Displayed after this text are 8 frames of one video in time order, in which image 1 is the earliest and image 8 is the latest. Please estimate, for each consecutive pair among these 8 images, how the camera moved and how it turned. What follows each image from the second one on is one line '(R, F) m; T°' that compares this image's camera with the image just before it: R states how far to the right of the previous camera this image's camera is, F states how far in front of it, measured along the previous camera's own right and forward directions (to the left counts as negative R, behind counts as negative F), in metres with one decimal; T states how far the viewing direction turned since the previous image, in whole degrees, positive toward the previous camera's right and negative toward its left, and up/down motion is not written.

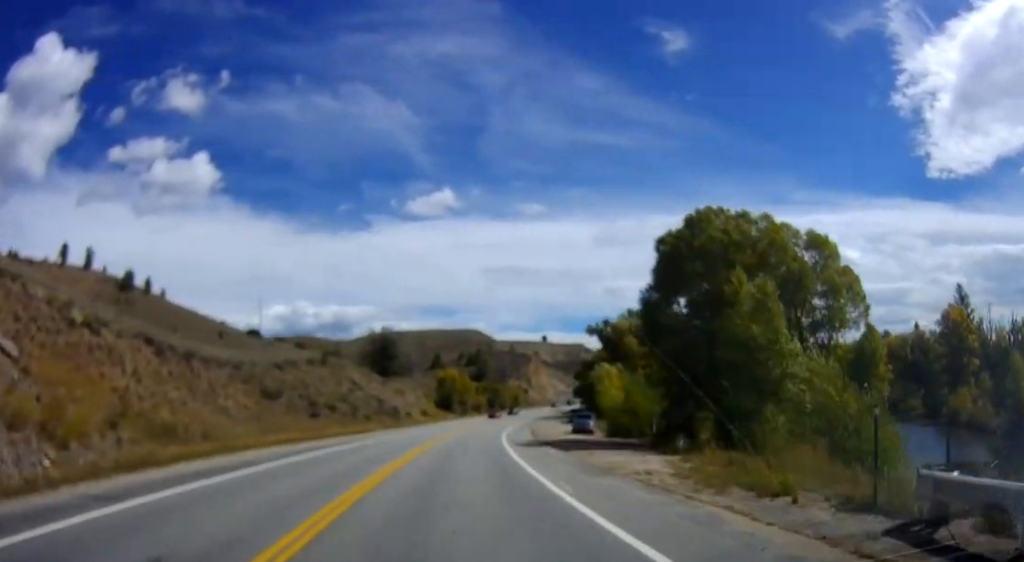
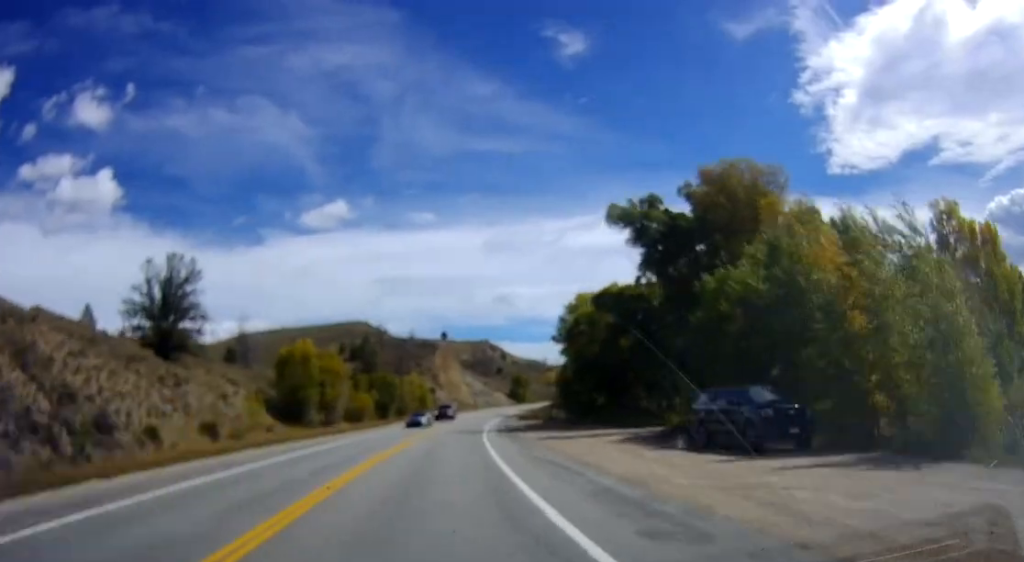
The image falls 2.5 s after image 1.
(+5.6, +70.6) m; +11°
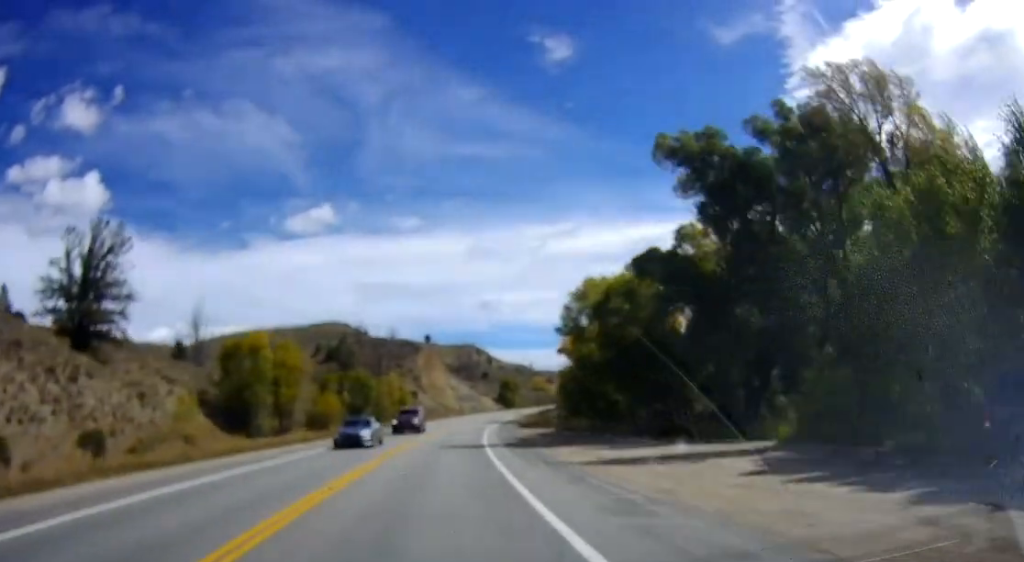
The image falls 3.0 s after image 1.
(+0.1, +14.3) m; +2°
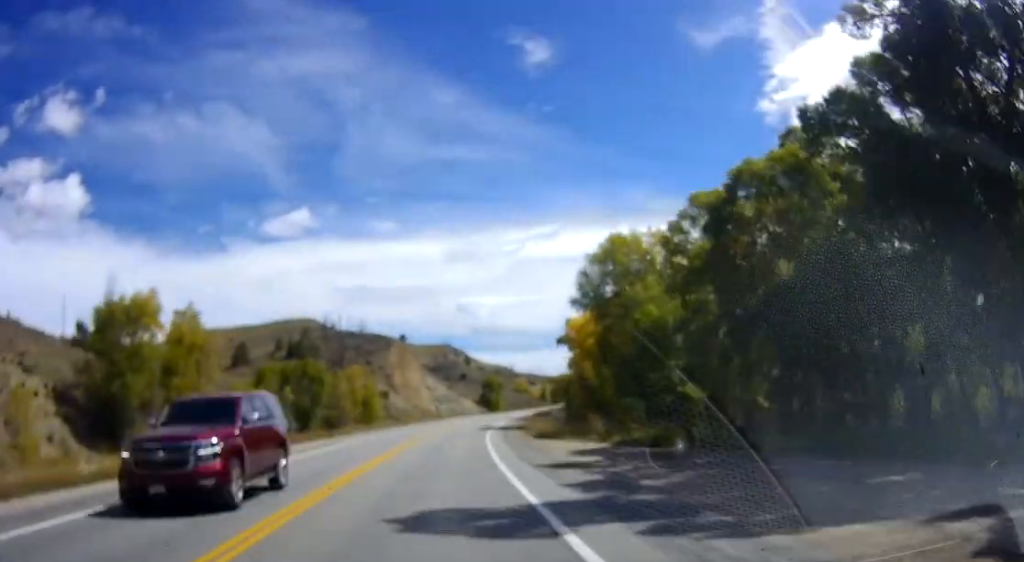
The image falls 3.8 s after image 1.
(+0.6, +20.4) m; +2°
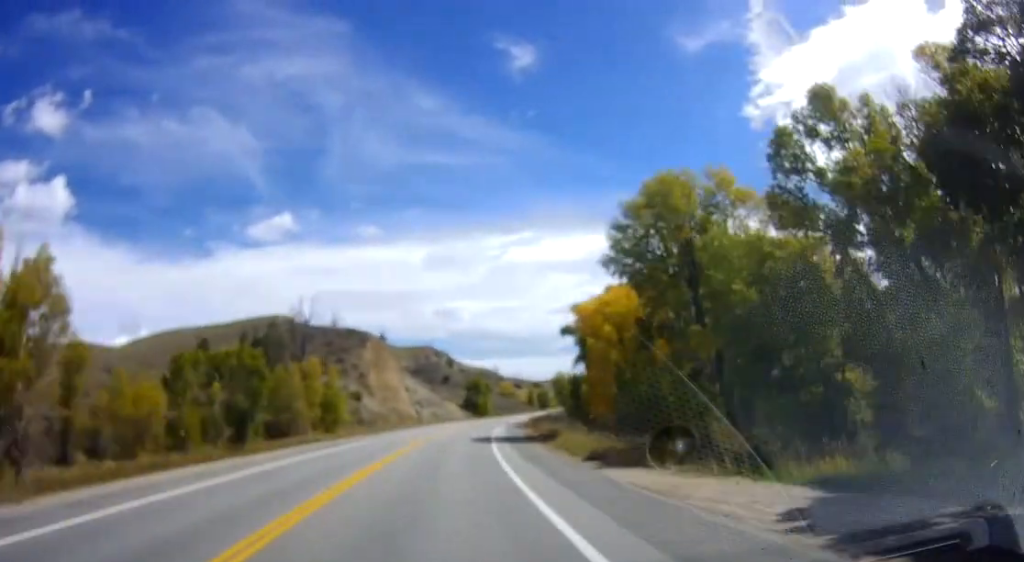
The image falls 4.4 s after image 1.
(+0.2, +16.7) m; +1°
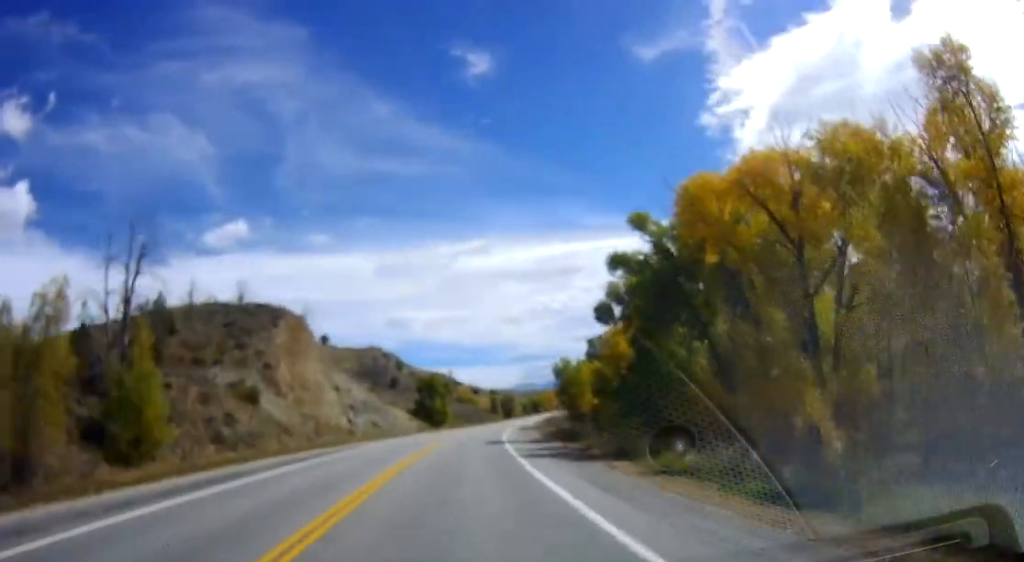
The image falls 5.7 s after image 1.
(+1.2, +38.3) m; +4°
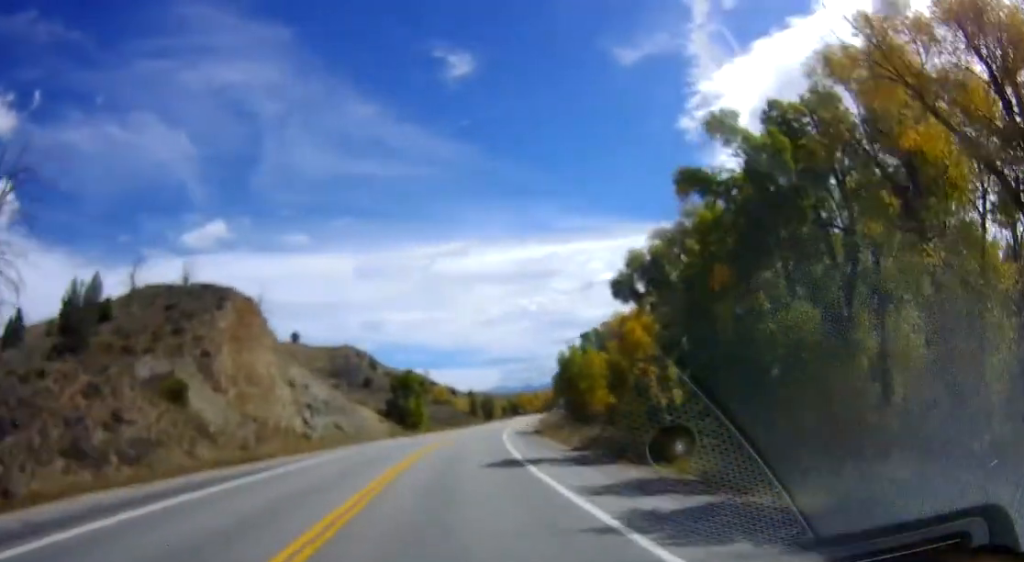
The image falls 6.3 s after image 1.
(+0.3, +15.4) m; +2°
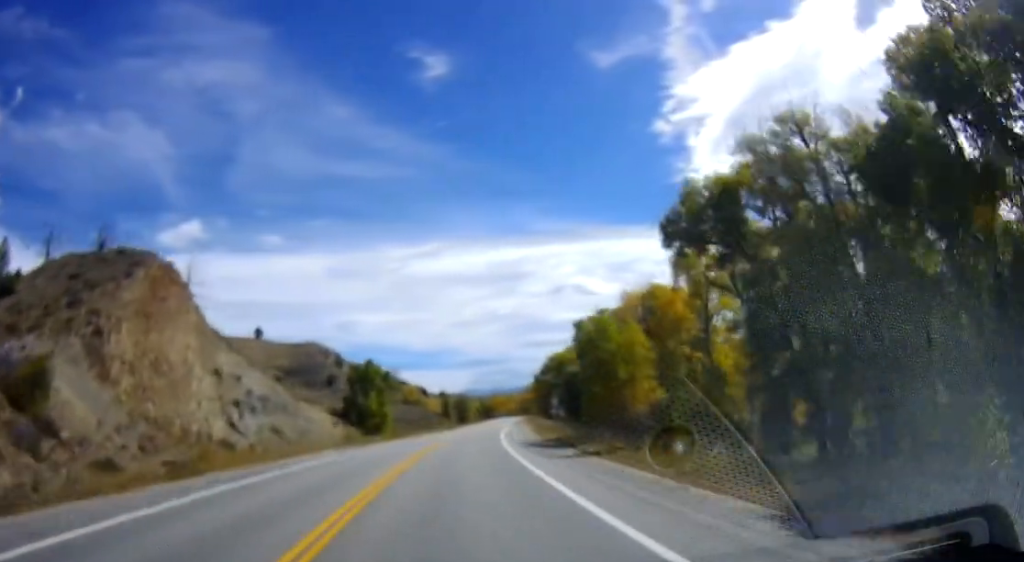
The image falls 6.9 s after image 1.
(+0.2, +17.9) m; +2°
